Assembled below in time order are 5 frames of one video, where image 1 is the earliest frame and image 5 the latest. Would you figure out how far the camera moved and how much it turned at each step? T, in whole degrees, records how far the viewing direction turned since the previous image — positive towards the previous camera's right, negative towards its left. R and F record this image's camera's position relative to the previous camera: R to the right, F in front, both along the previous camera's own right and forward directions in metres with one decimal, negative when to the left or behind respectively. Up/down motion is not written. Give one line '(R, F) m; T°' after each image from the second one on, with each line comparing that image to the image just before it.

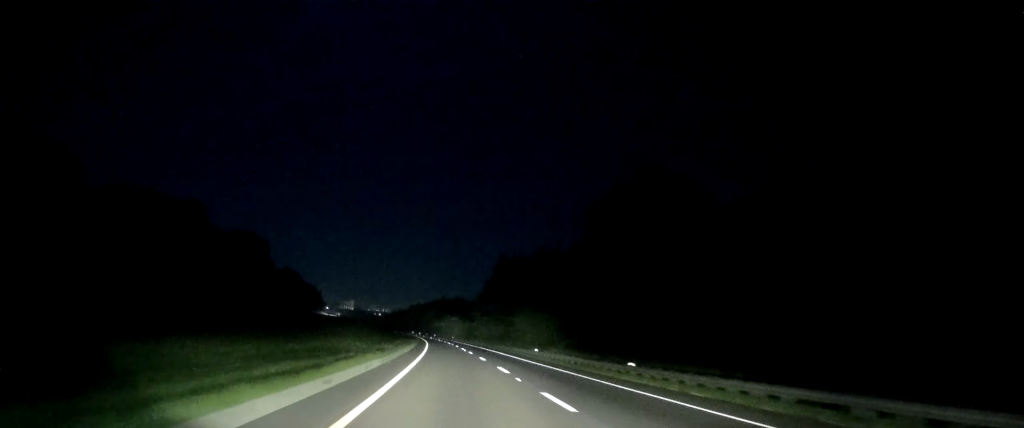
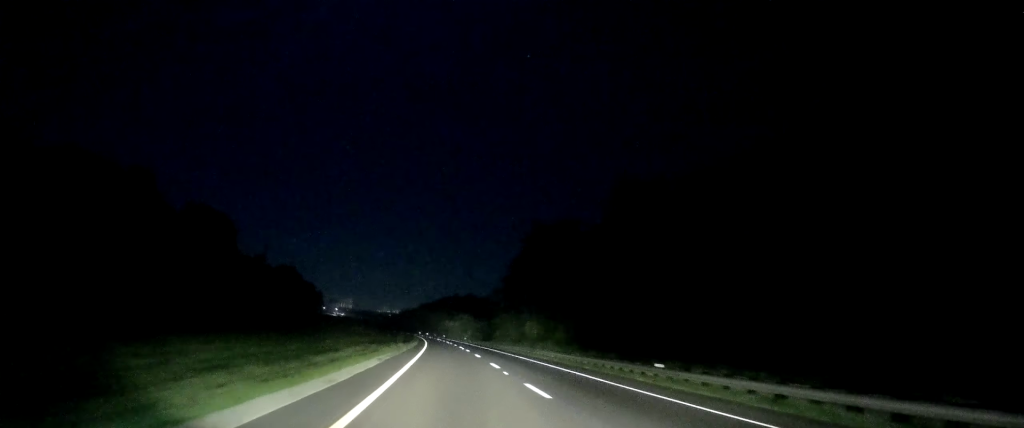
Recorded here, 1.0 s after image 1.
(-0.3, +34.4) m; -1°
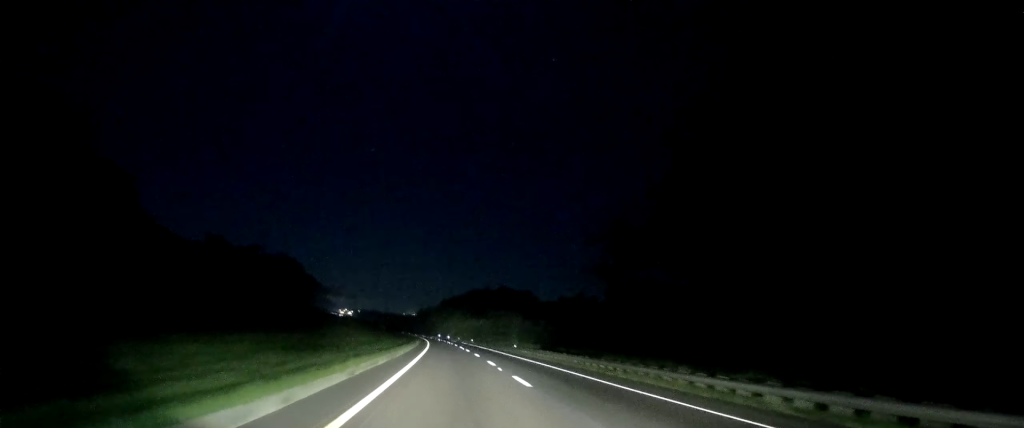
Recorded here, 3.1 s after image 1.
(-0.7, +69.9) m; -2°
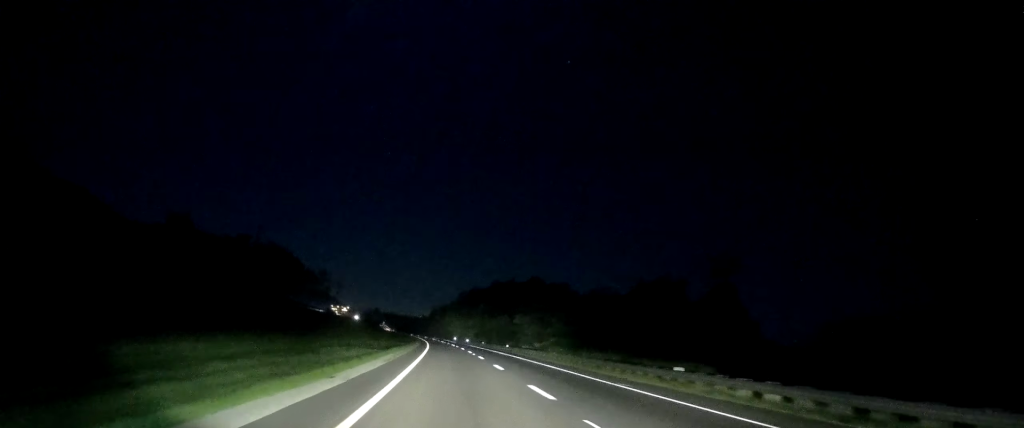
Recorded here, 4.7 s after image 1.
(-2.3, +52.3) m; -4°
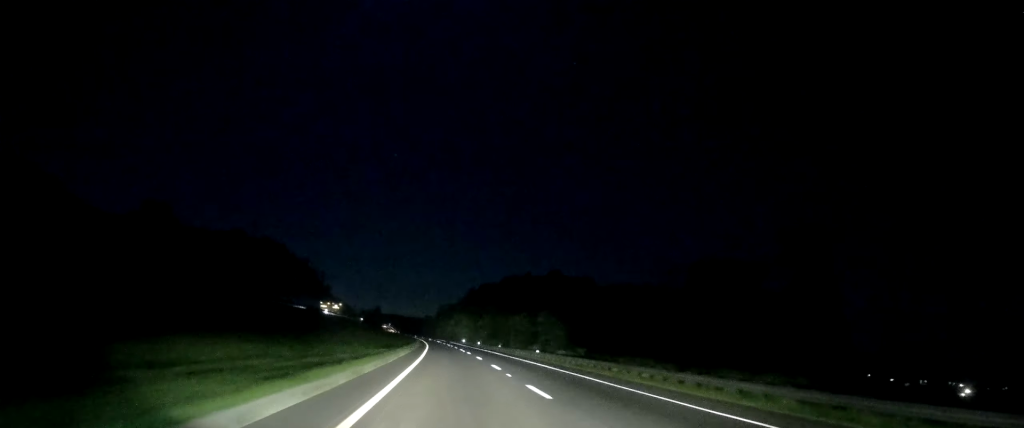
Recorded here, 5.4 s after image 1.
(0.0, +23.5) m; 0°
